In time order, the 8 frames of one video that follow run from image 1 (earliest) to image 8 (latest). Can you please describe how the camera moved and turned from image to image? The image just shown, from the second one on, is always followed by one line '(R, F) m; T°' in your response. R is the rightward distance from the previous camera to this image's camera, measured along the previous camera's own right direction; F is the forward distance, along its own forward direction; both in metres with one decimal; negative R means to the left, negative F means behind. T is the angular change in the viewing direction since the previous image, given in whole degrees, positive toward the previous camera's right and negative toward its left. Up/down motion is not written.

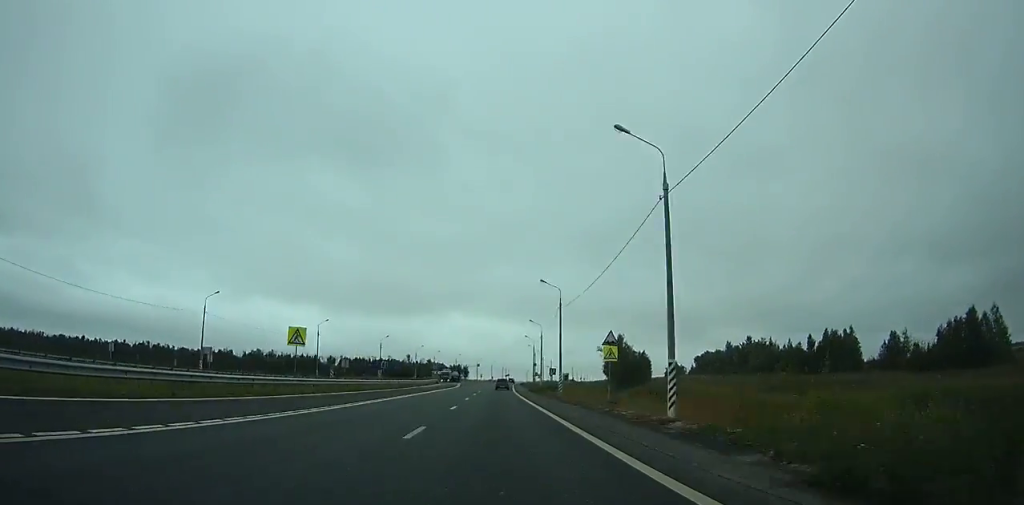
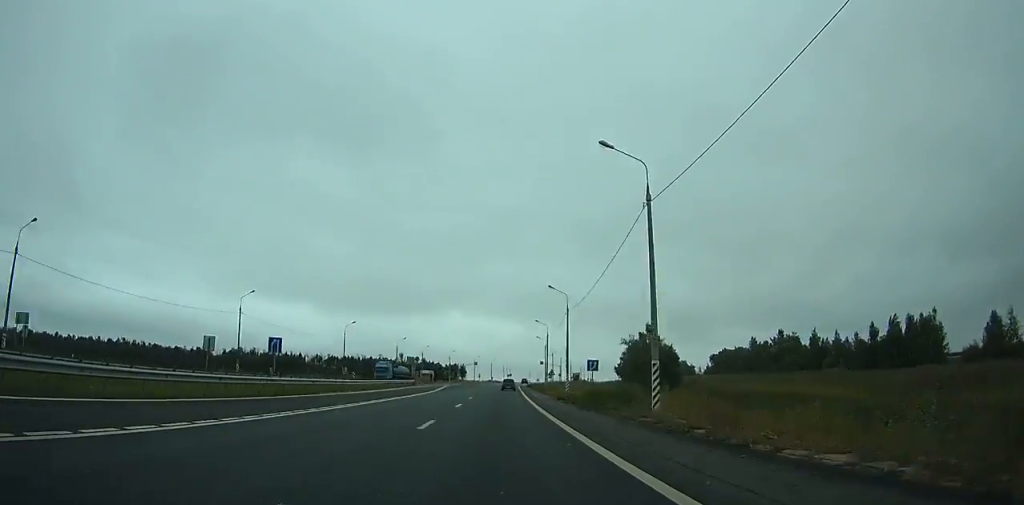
(0.0, +32.1) m; 0°
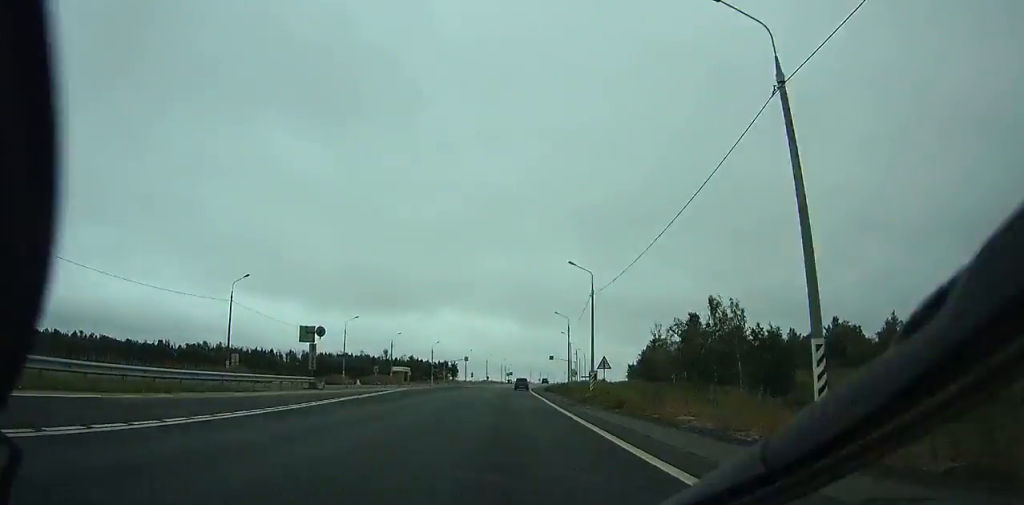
(-0.1, +45.1) m; +1°
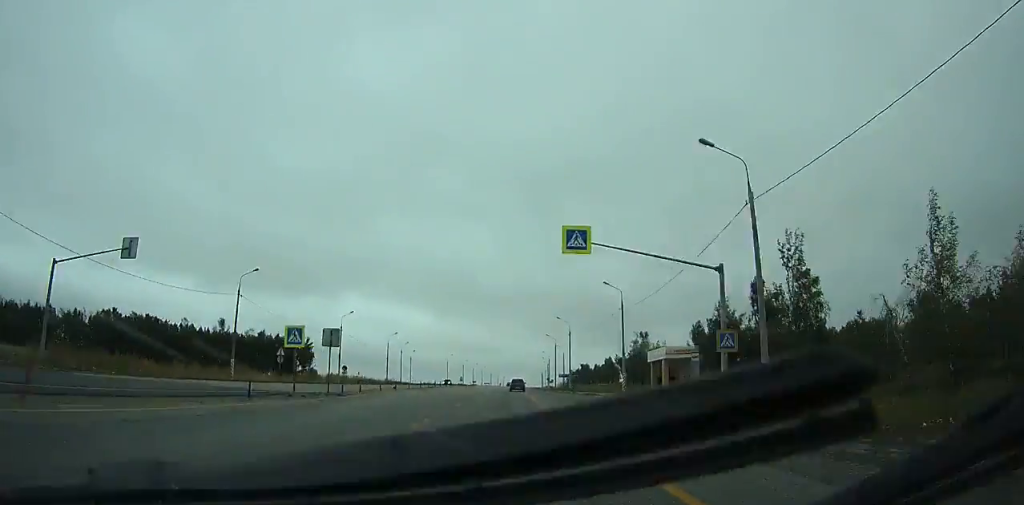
(+5.6, +126.9) m; +6°
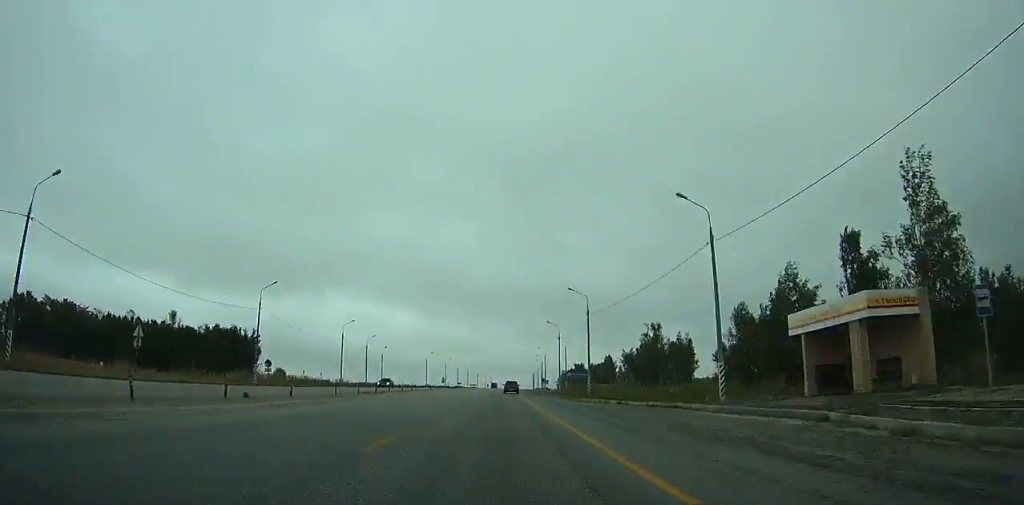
(+0.2, +28.4) m; +1°
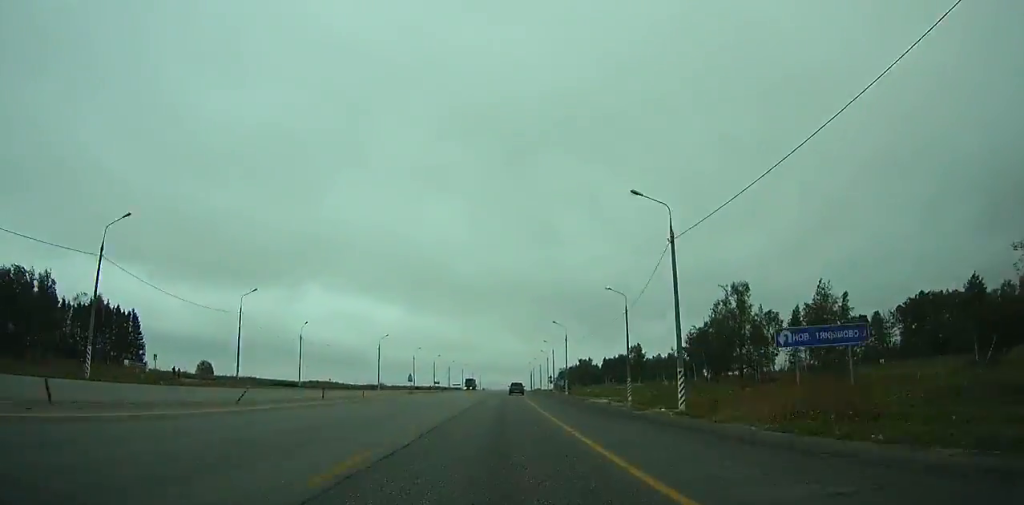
(+1.3, +63.2) m; +2°
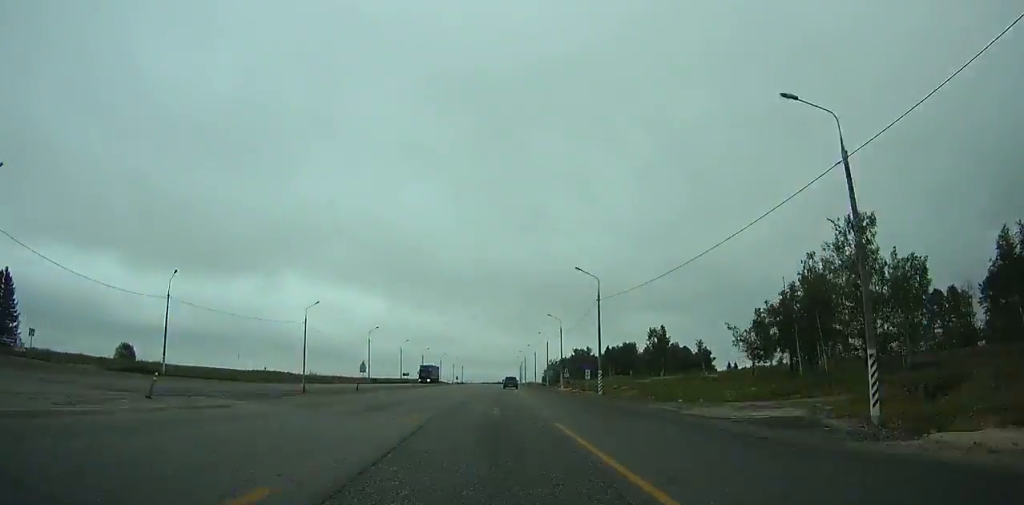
(+0.6, +40.1) m; +1°
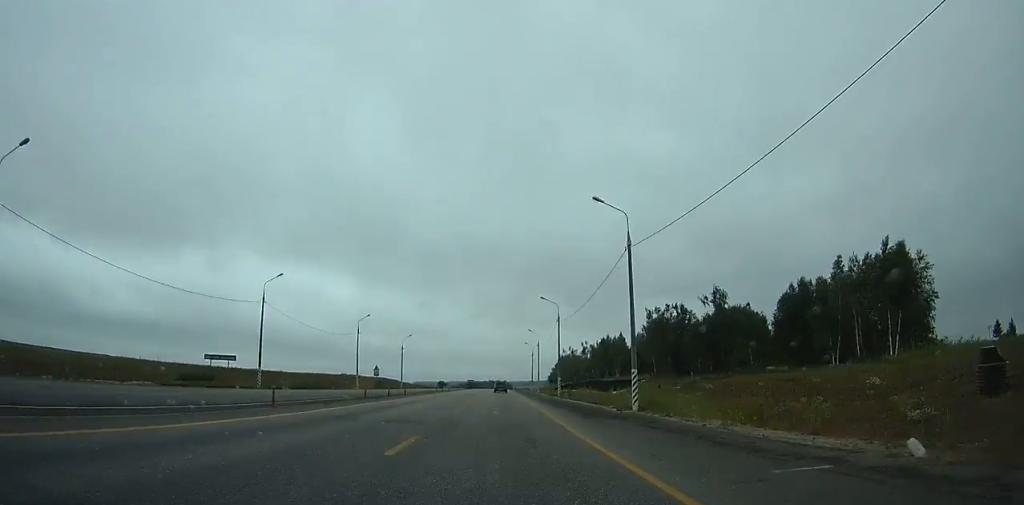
(+3.5, +165.4) m; +2°
